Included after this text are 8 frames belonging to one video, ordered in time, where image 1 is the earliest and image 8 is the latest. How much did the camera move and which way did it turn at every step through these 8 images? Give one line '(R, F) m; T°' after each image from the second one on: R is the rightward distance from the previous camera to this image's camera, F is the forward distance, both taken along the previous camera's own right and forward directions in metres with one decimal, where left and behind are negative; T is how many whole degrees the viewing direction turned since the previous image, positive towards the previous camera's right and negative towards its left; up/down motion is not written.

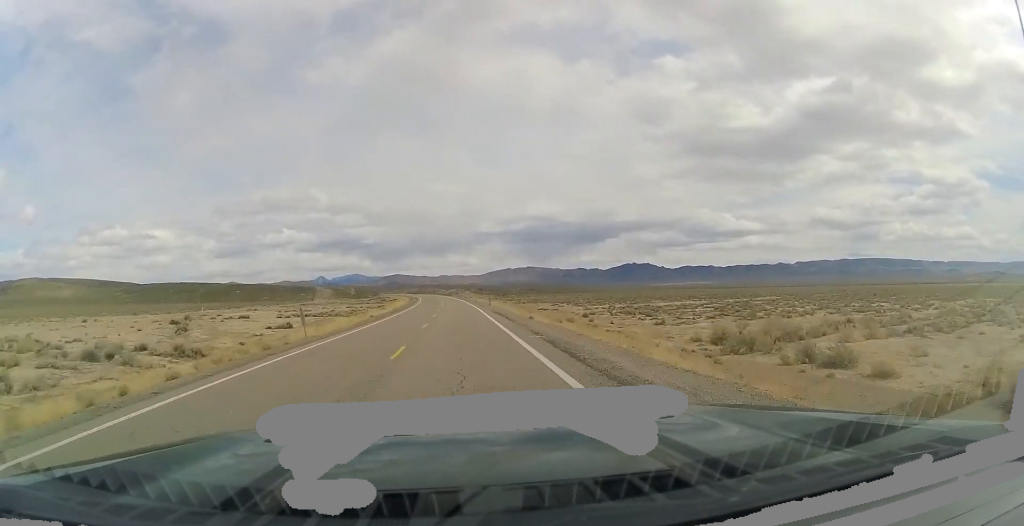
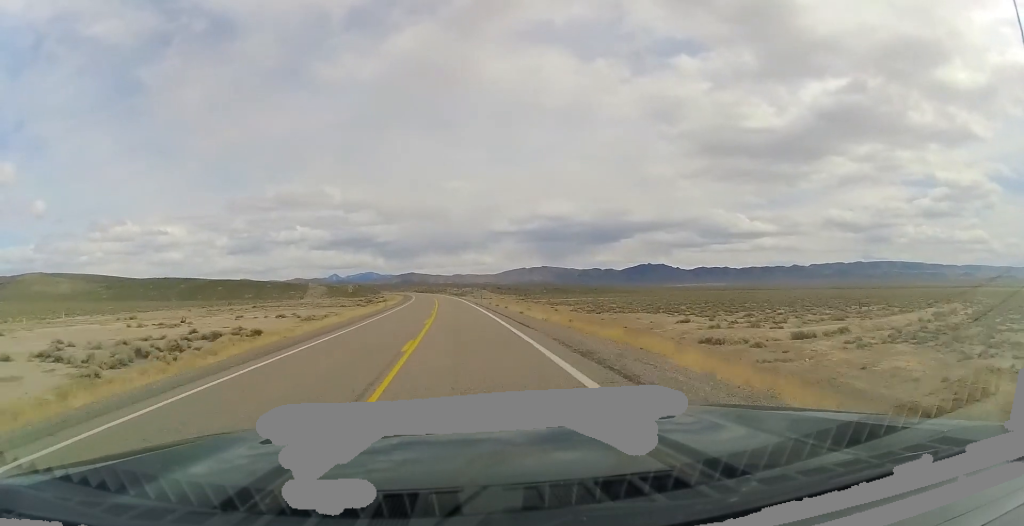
(+0.4, +60.3) m; -2°
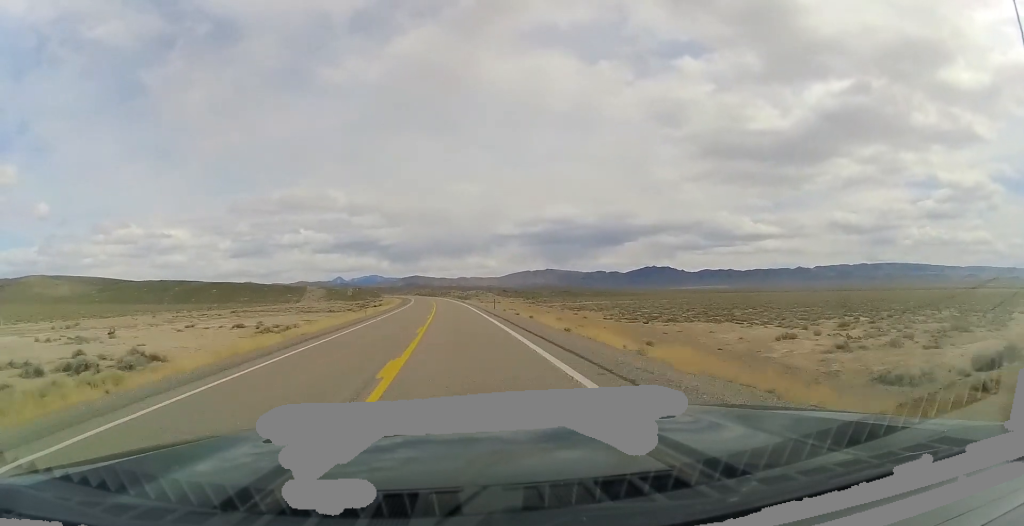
(-0.6, +16.7) m; -1°
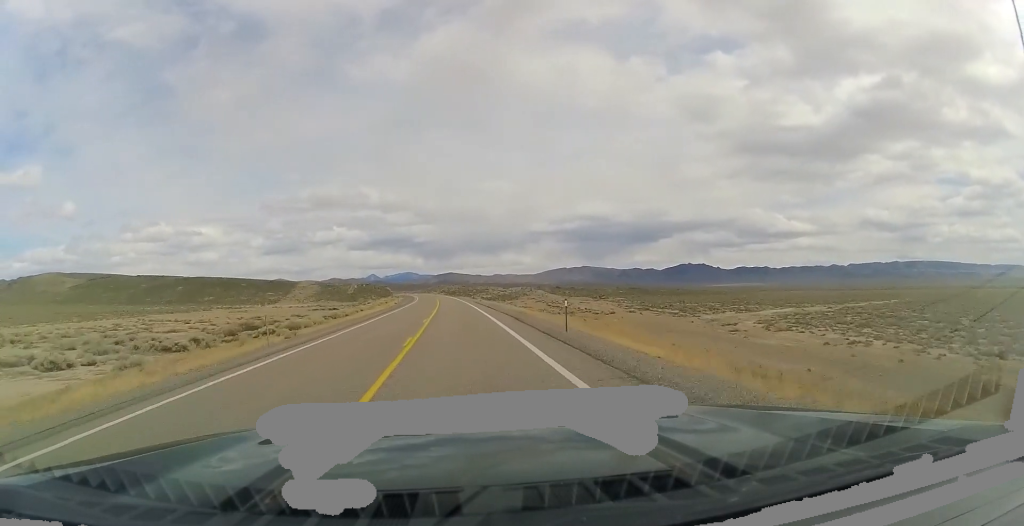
(-1.9, +92.5) m; -2°
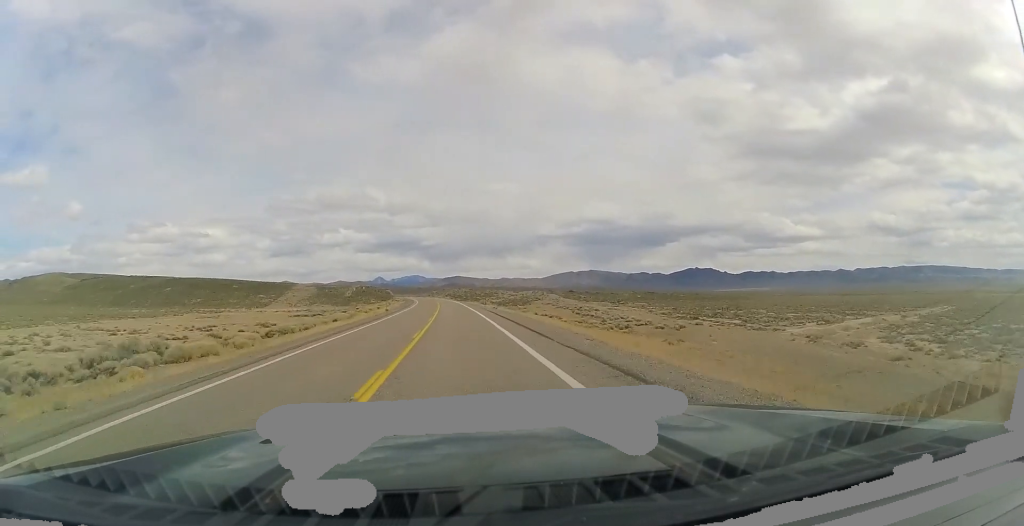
(-0.2, +20.1) m; -1°
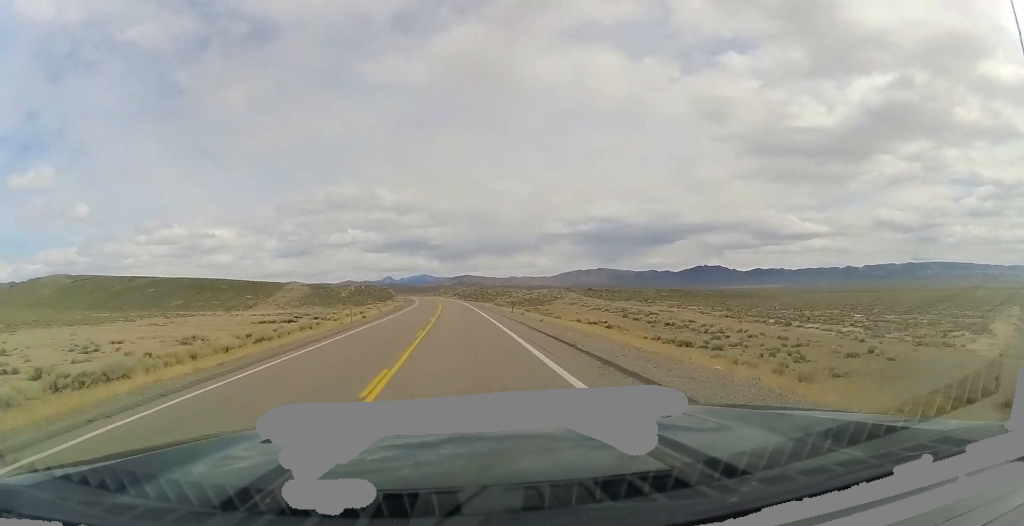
(-0.3, +24.9) m; -1°
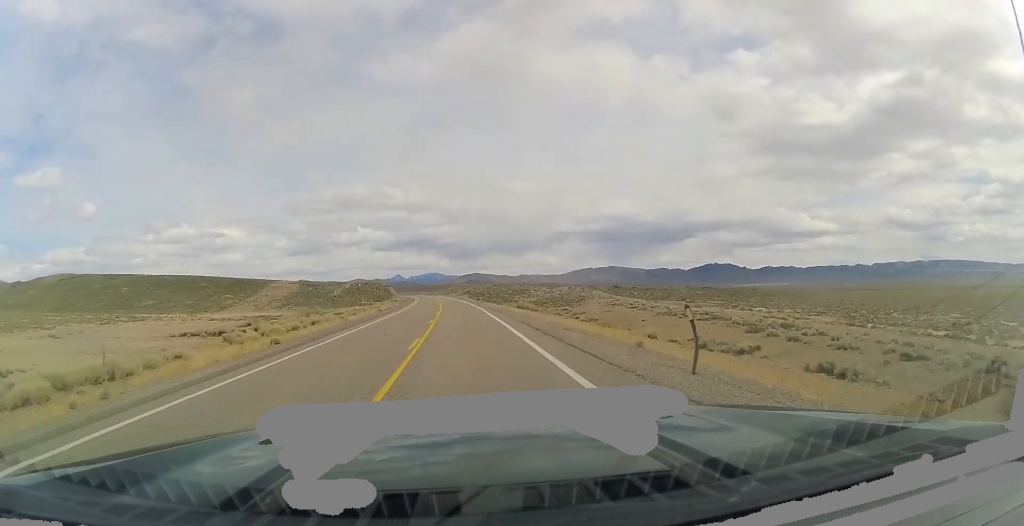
(-0.3, +29.7) m; -1°
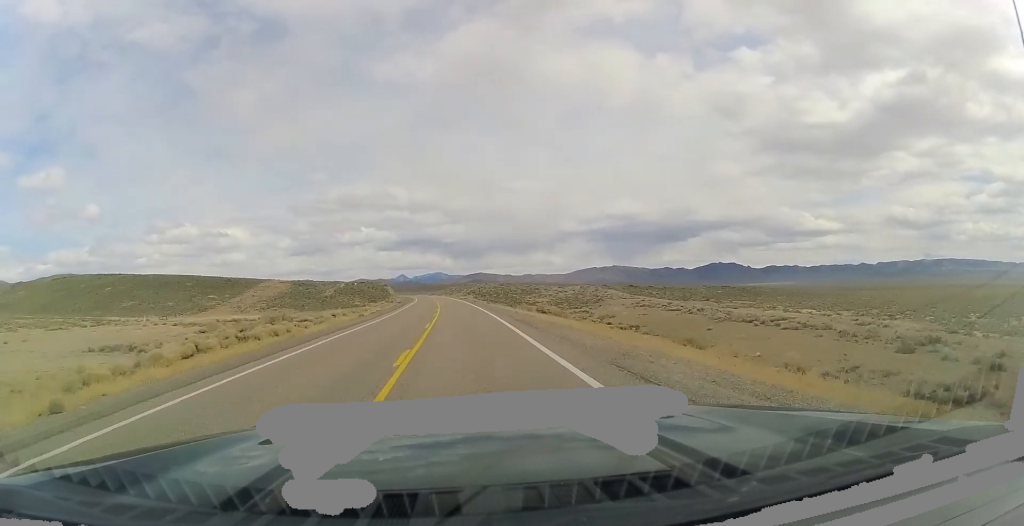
(+0.1, +16.6) m; 0°
